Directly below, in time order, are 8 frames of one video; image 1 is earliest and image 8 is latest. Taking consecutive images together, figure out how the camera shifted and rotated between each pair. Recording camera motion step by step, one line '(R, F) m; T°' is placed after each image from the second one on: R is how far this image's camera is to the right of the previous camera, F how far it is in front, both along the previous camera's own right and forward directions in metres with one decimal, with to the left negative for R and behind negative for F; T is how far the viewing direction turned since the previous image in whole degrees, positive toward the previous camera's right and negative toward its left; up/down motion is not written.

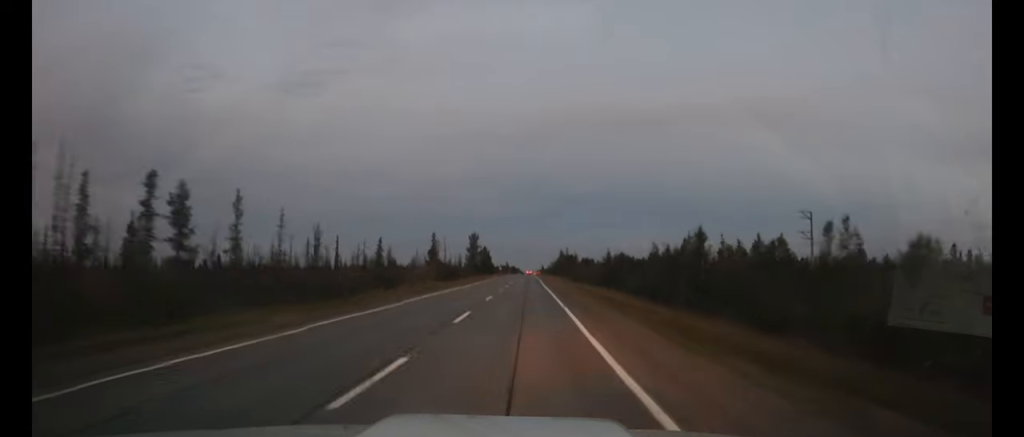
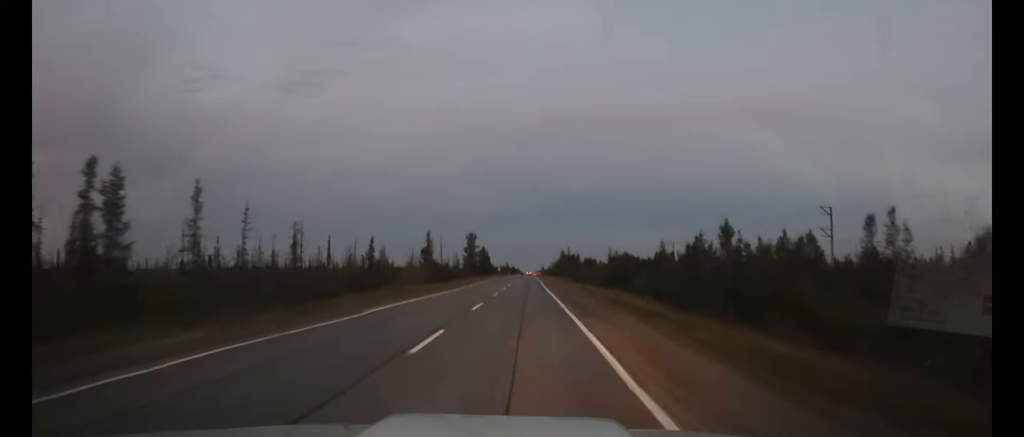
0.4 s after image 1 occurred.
(0.0, +6.1) m; 0°
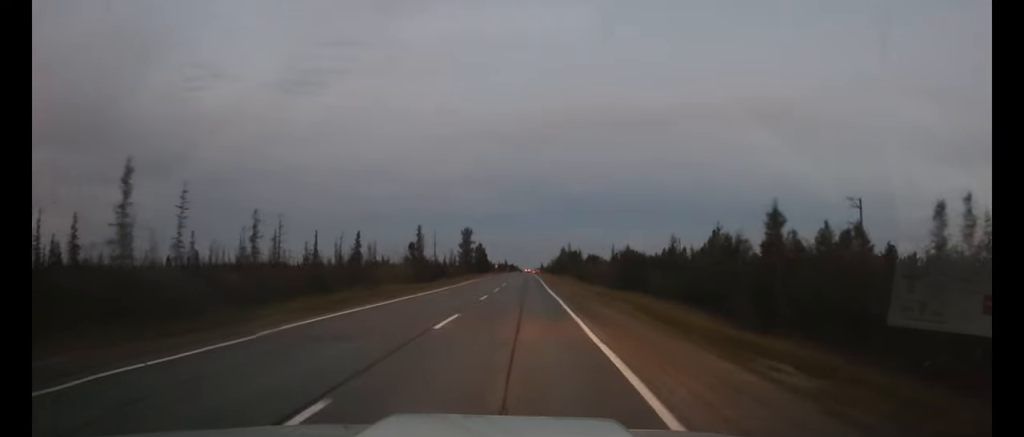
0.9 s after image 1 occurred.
(0.0, +8.1) m; 0°
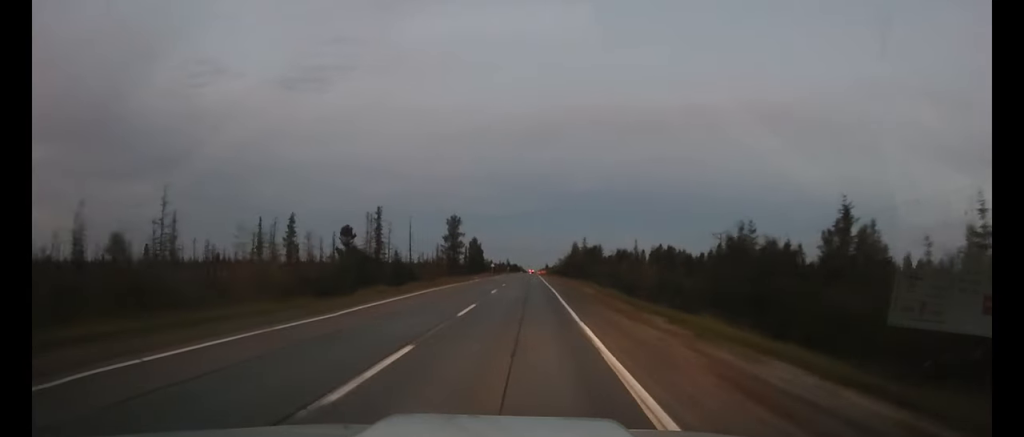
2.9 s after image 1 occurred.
(+0.1, +30.6) m; 0°
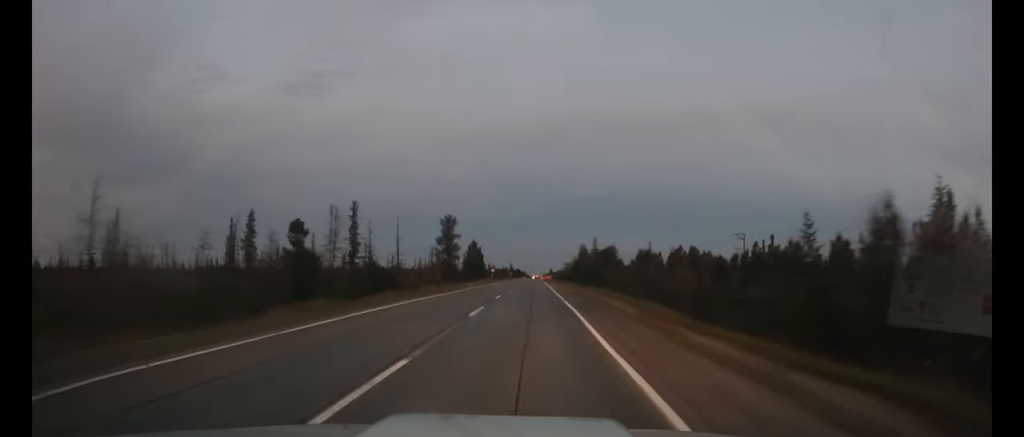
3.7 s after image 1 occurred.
(0.0, +12.0) m; 0°
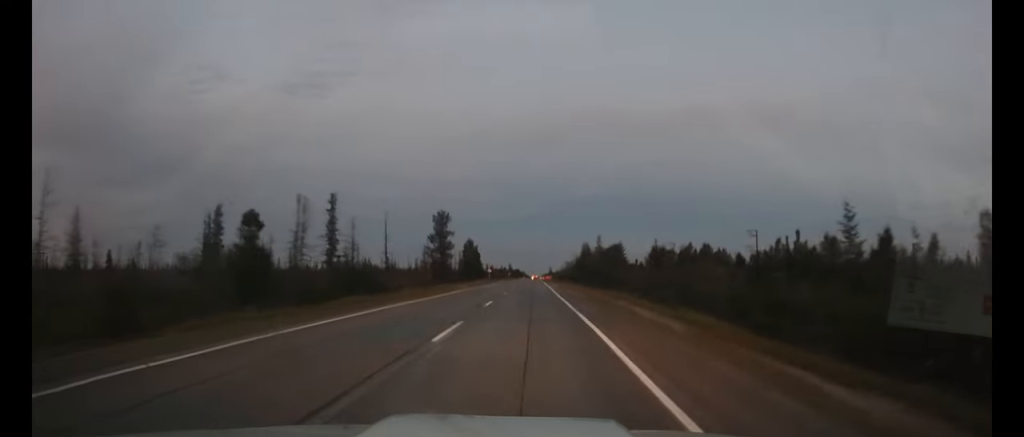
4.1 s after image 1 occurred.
(0.0, +6.9) m; 0°
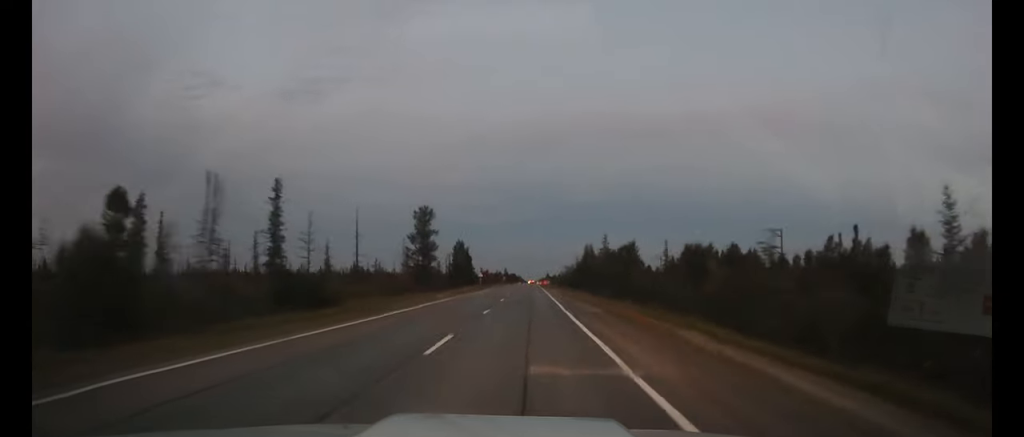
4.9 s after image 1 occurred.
(0.0, +12.2) m; 0°
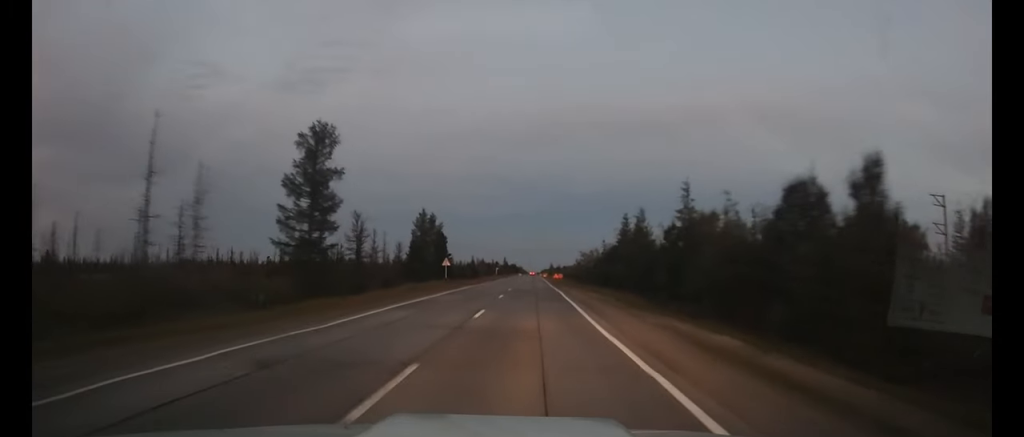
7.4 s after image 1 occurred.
(+0.1, +41.8) m; 0°
